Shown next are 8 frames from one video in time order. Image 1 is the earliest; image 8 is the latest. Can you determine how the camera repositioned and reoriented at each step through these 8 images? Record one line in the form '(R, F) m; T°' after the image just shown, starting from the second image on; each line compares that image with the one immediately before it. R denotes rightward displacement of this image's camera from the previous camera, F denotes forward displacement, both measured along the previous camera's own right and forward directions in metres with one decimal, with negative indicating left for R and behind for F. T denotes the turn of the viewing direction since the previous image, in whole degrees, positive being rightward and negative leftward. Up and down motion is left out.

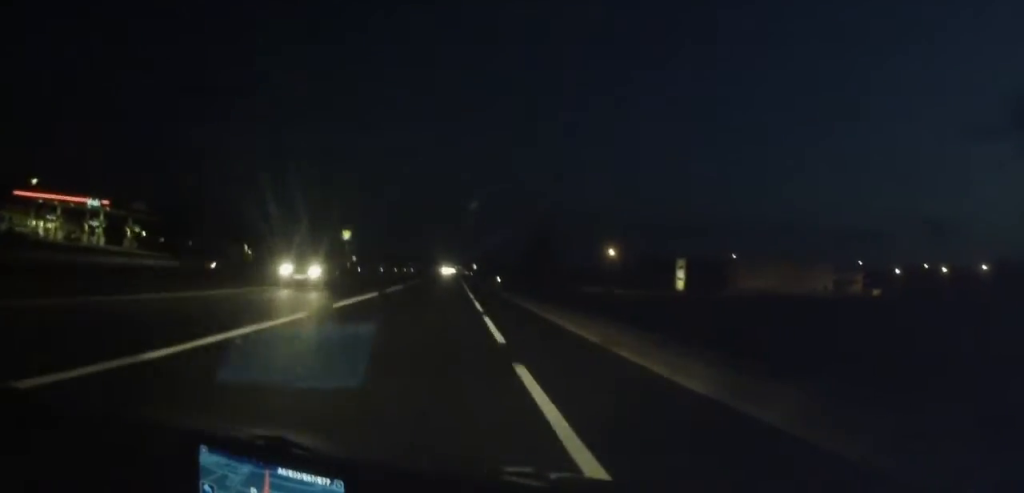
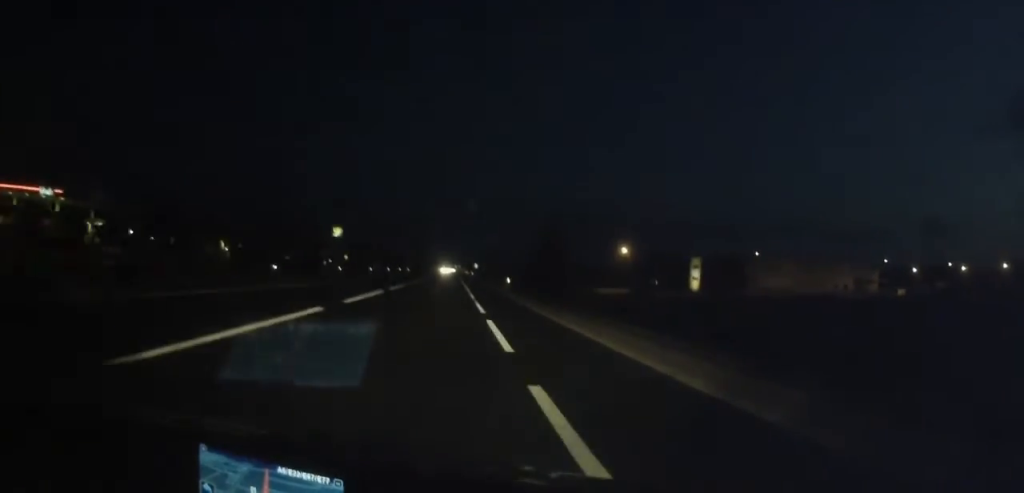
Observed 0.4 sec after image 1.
(-0.2, +11.1) m; 0°
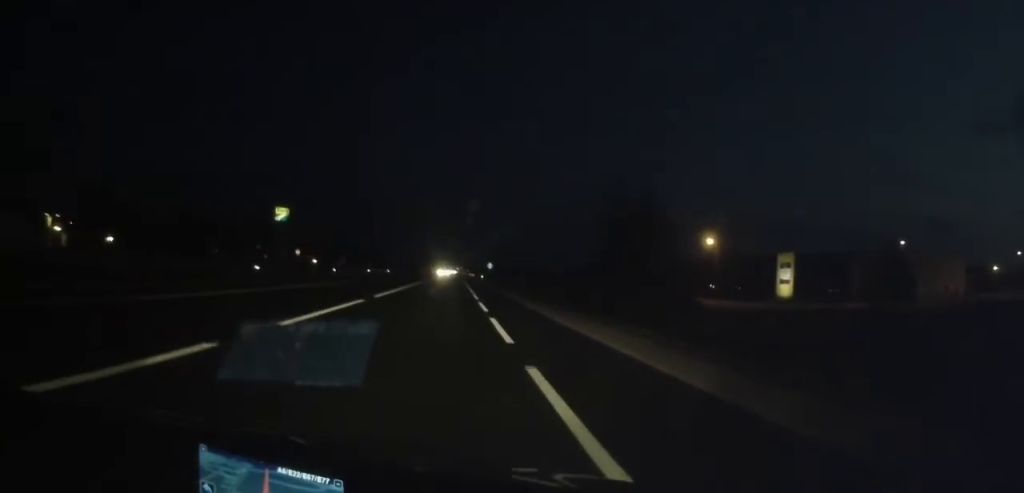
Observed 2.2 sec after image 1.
(+0.4, +44.7) m; 0°
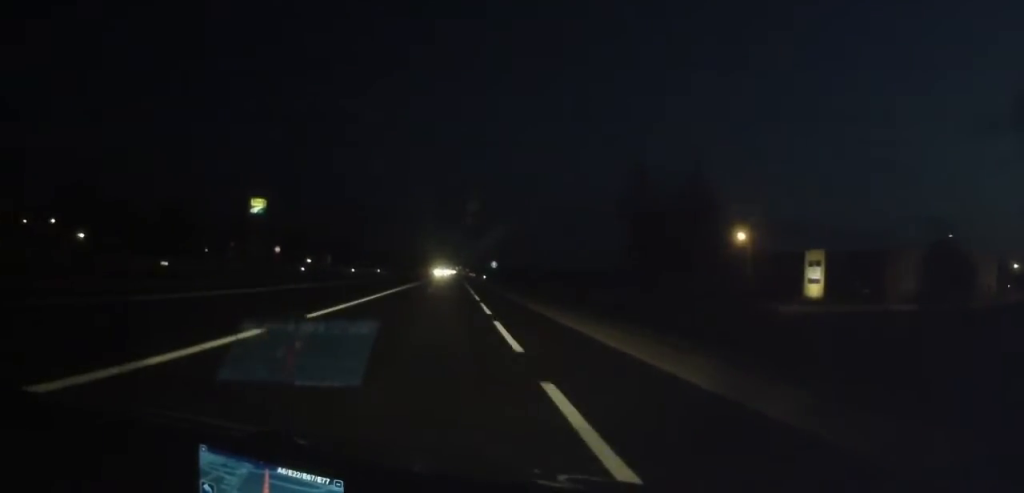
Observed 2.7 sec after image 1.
(0.0, +10.6) m; 0°
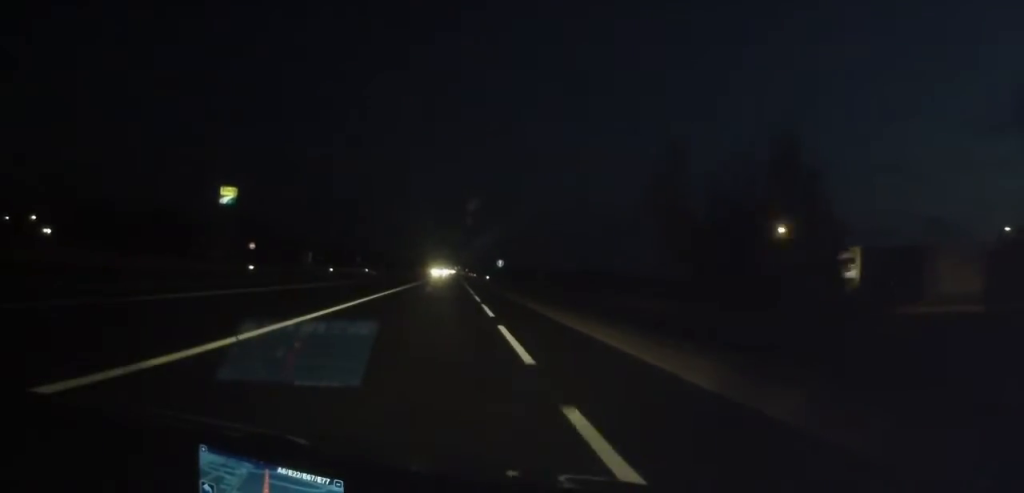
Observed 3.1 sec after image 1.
(0.0, +10.6) m; 0°
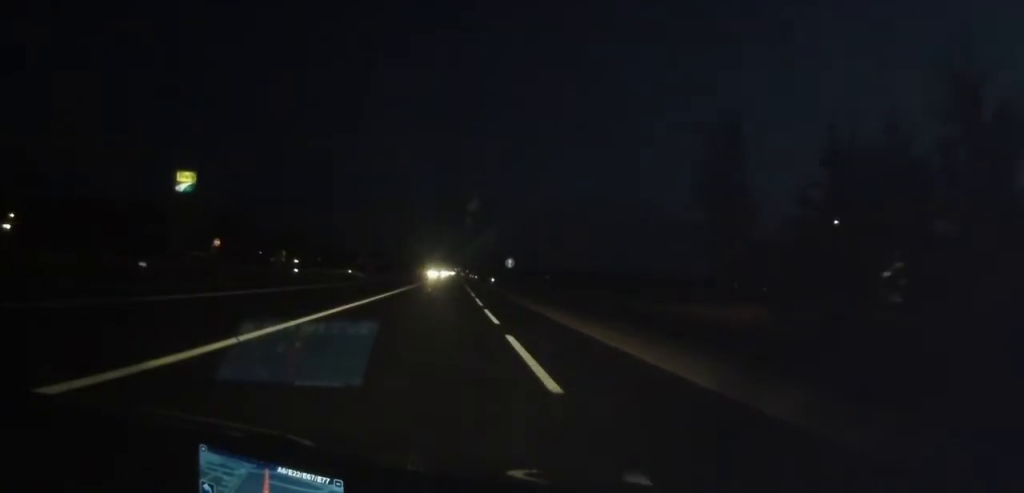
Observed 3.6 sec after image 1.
(0.0, +11.3) m; 0°
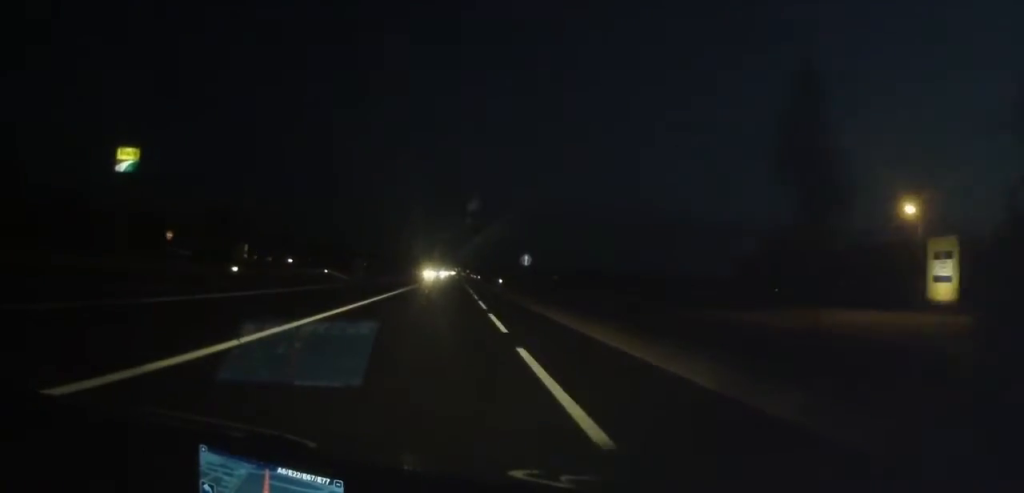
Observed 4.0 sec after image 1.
(0.0, +11.2) m; 0°
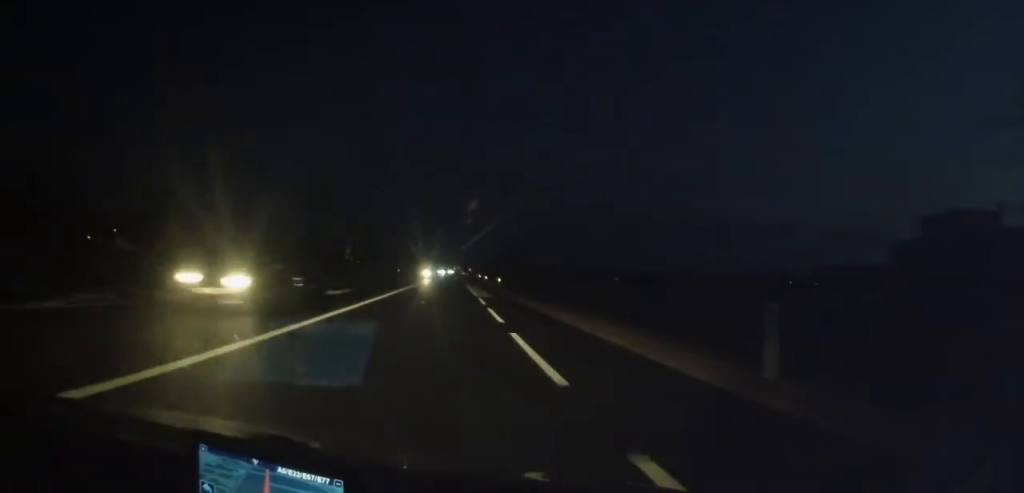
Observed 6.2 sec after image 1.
(-0.1, +51.9) m; 0°
